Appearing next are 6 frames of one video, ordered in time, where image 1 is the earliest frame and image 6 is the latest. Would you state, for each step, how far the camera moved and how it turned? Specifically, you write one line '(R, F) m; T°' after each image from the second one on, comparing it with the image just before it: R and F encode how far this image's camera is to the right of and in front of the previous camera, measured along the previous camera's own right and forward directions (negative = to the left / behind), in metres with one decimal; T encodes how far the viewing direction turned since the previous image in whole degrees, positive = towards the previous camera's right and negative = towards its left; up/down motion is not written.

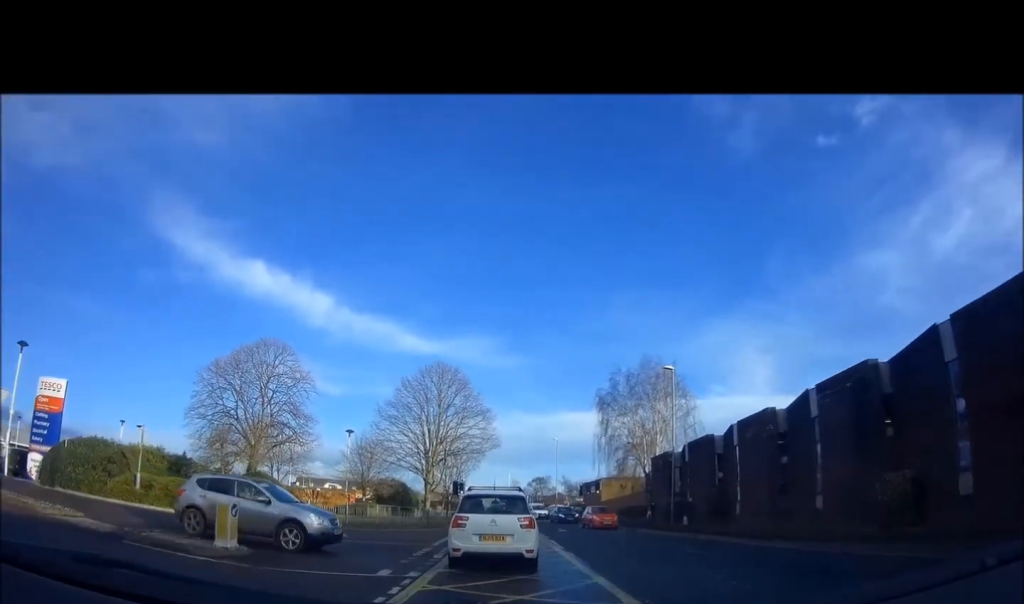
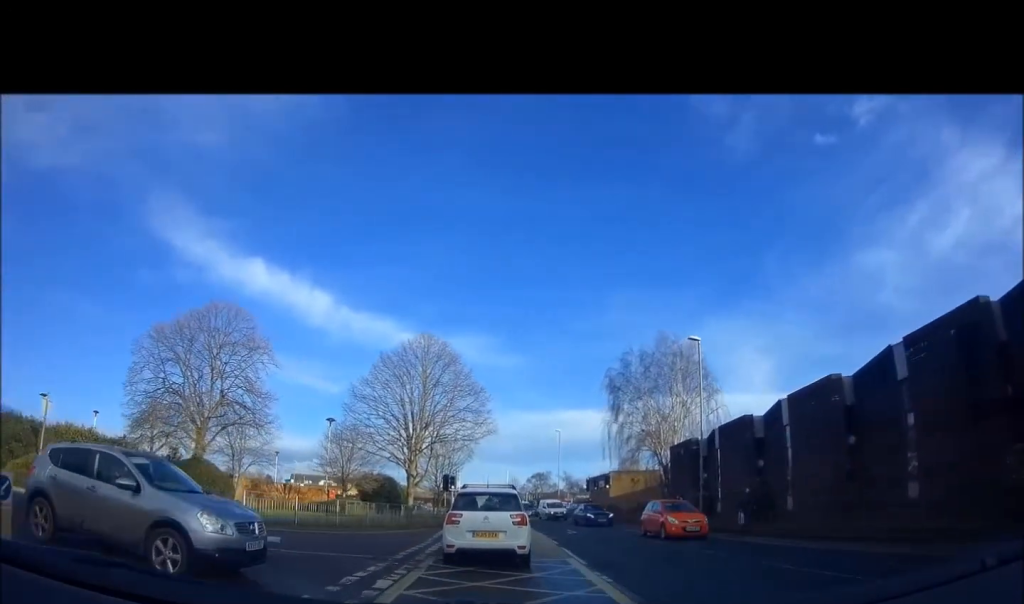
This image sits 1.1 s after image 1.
(0.0, +5.3) m; 0°
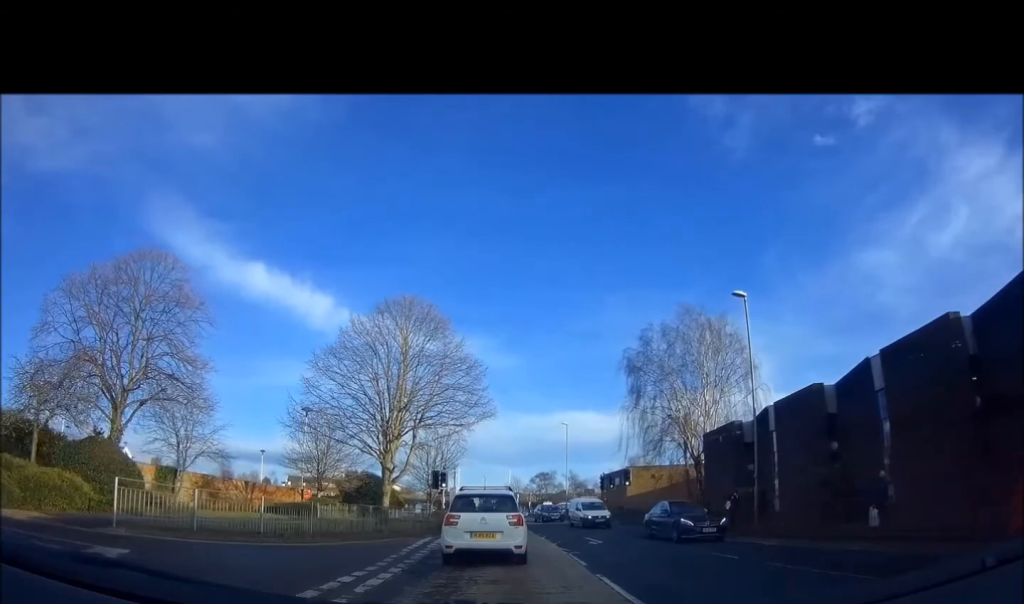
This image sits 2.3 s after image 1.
(0.0, +6.4) m; +1°
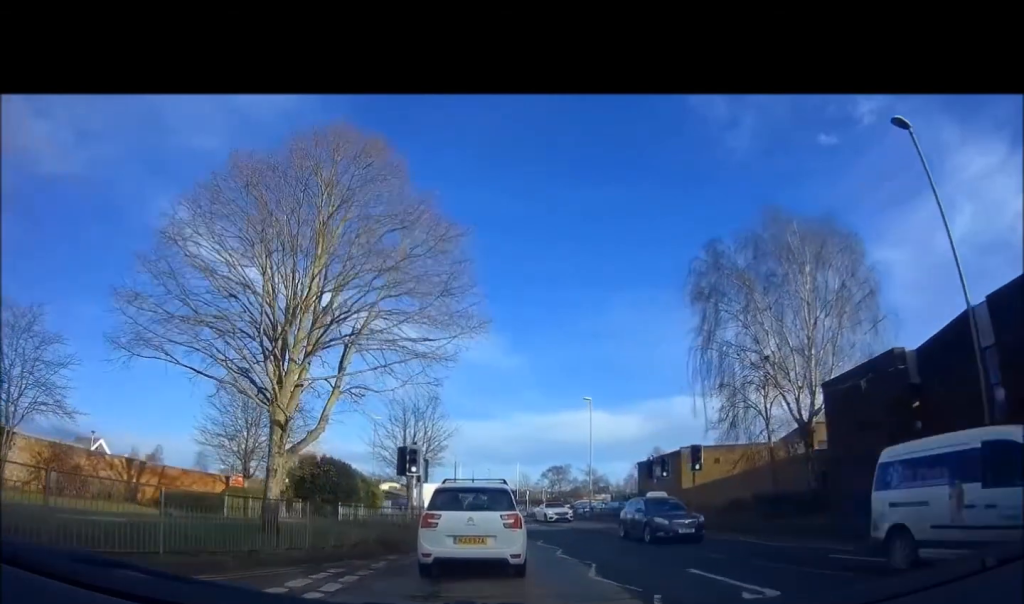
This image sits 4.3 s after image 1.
(+0.1, +11.5) m; +1°
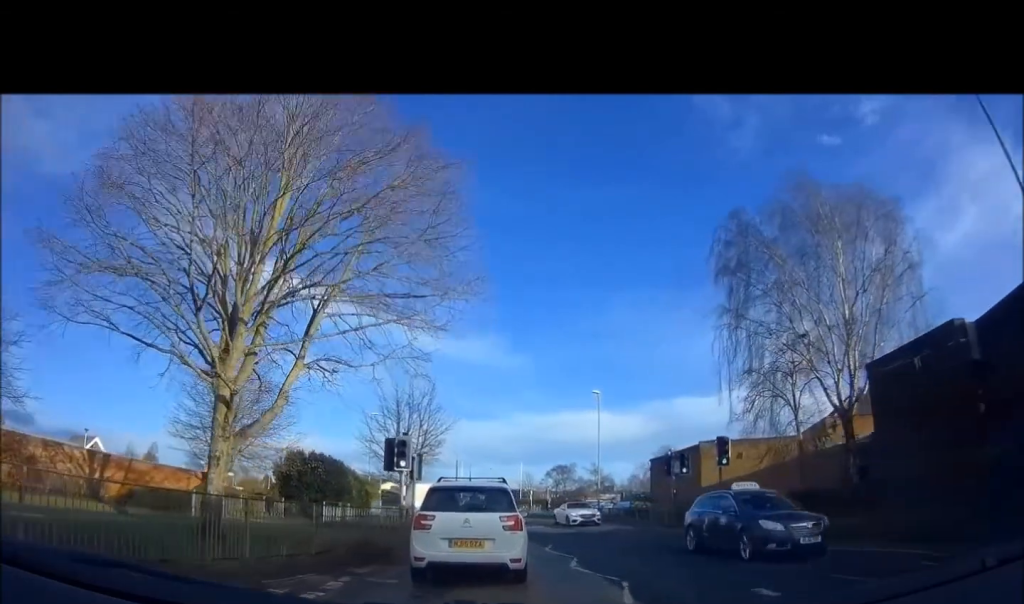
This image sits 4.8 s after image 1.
(0.0, +2.7) m; 0°
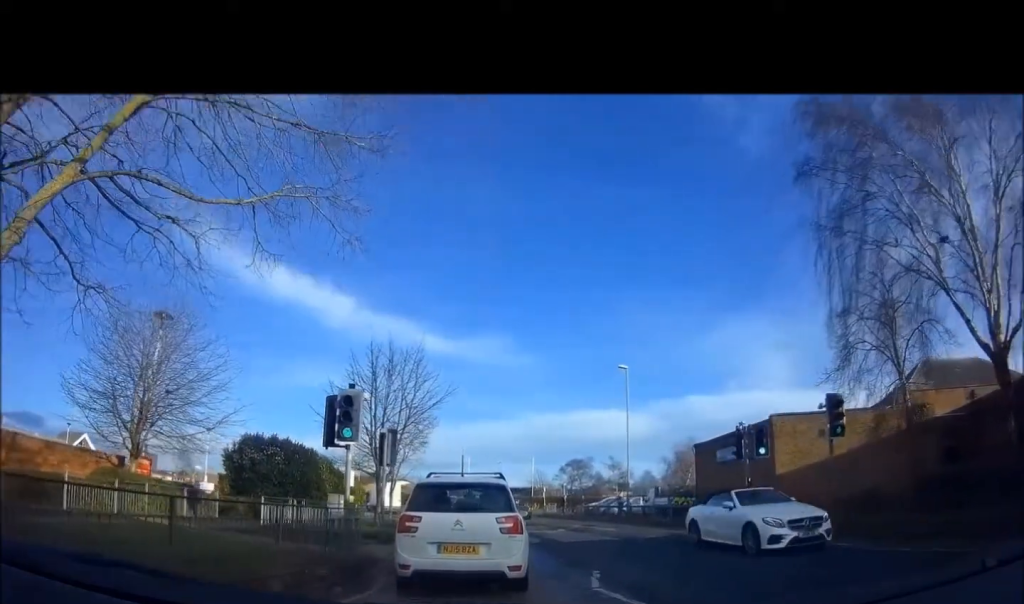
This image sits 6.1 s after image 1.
(-0.1, +7.5) m; -2°
